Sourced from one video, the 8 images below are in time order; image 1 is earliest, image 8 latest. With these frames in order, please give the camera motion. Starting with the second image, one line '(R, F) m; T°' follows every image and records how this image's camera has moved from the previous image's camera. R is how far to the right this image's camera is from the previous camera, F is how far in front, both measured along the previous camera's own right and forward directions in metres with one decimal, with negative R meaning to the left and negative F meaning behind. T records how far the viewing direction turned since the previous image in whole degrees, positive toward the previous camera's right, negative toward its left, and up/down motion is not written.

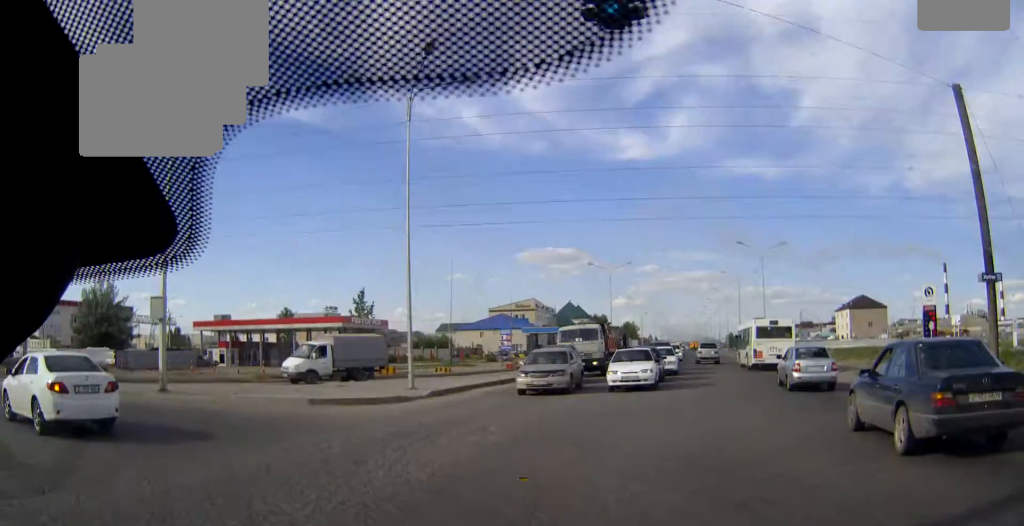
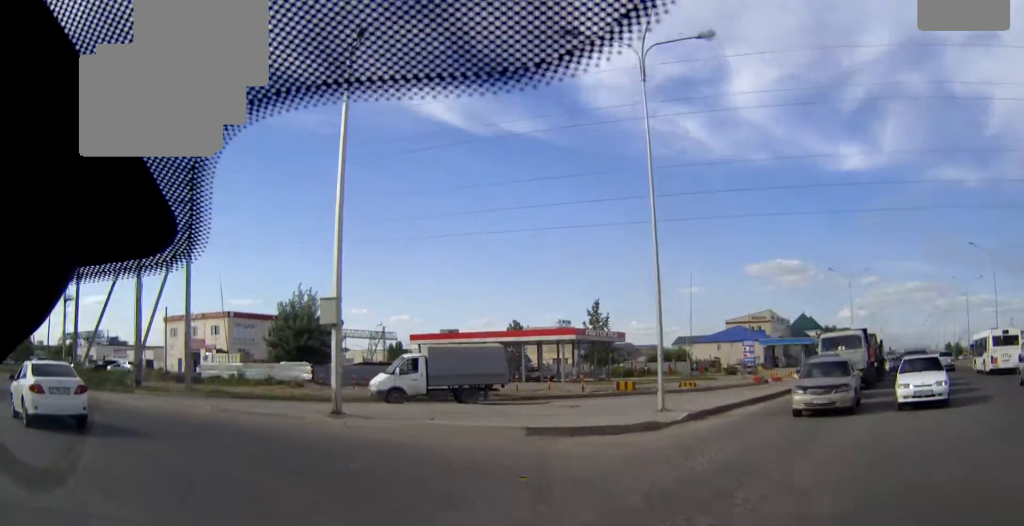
(-0.6, +5.3) m; -15°
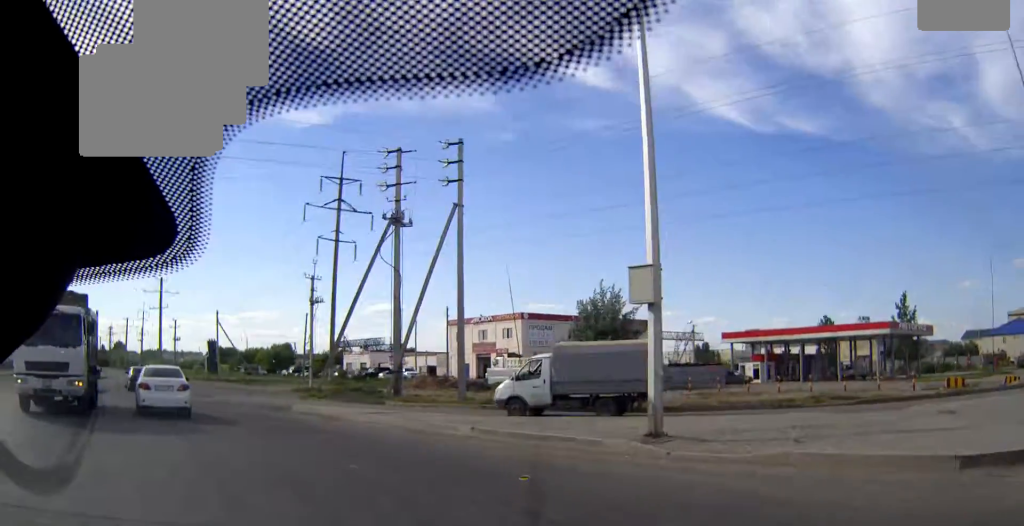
(-1.3, +6.6) m; -21°
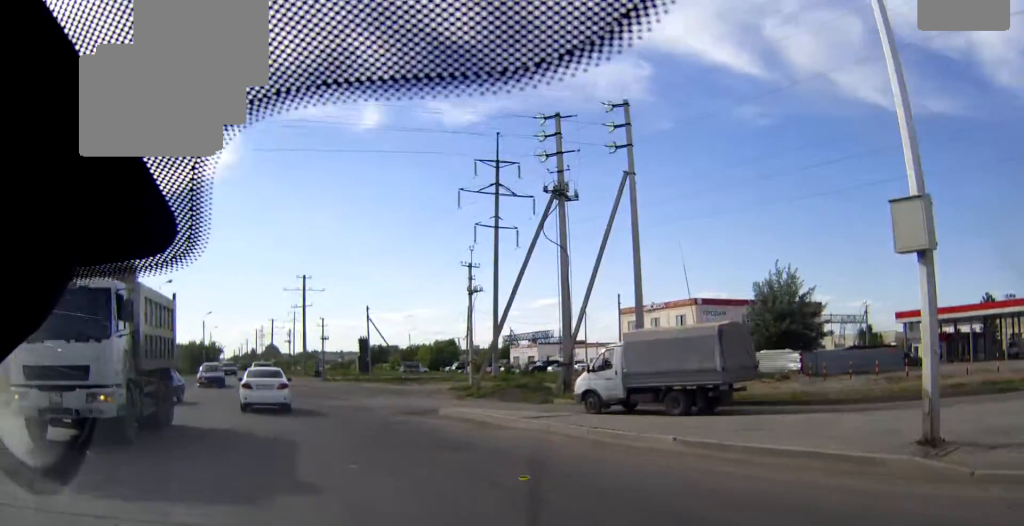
(-0.5, +4.7) m; -12°
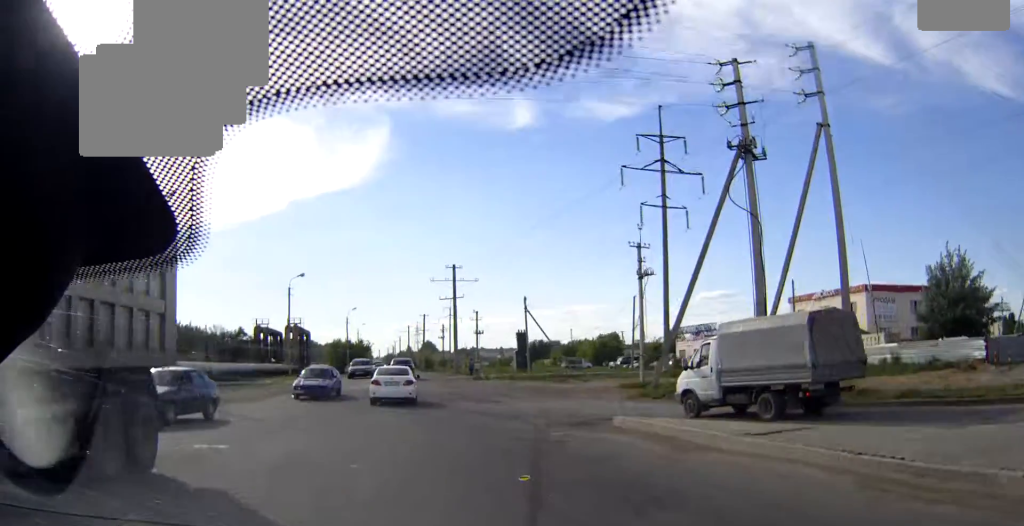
(-0.7, +5.7) m; -12°
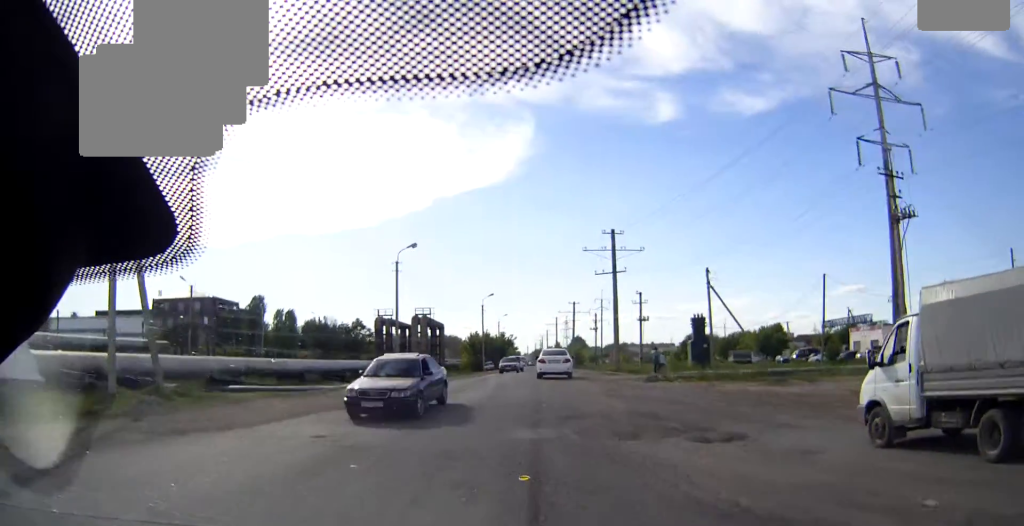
(-2.7, +16.4) m; -13°
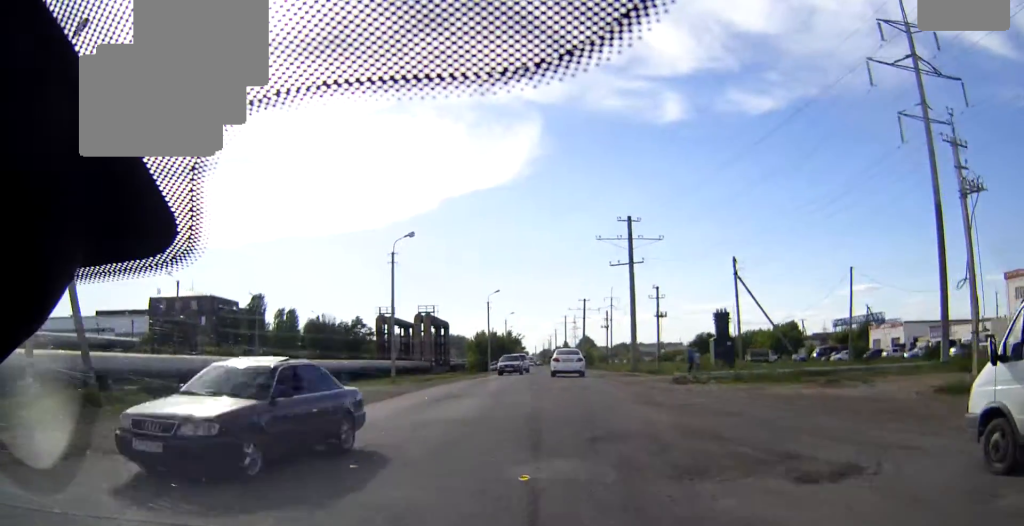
(0.0, +5.0) m; -1°
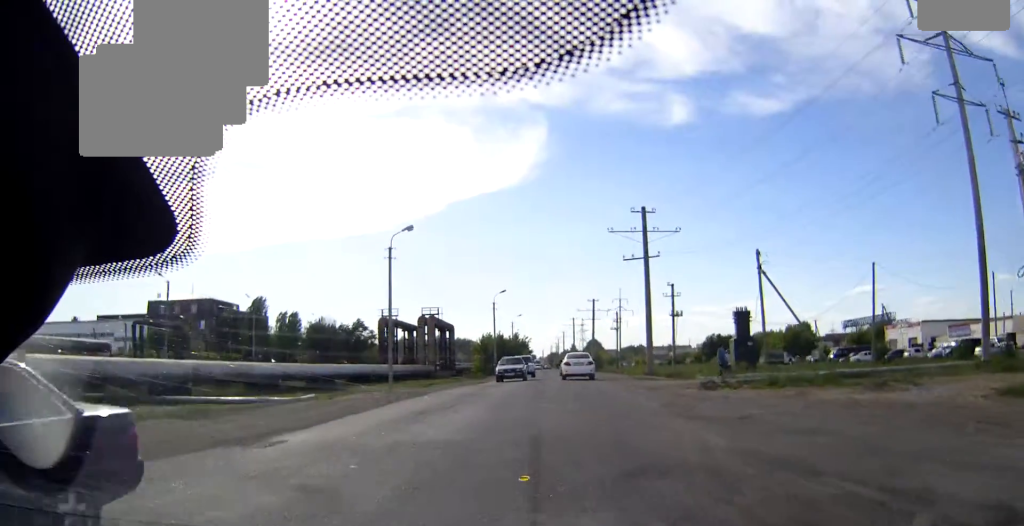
(-0.1, +3.4) m; 0°
